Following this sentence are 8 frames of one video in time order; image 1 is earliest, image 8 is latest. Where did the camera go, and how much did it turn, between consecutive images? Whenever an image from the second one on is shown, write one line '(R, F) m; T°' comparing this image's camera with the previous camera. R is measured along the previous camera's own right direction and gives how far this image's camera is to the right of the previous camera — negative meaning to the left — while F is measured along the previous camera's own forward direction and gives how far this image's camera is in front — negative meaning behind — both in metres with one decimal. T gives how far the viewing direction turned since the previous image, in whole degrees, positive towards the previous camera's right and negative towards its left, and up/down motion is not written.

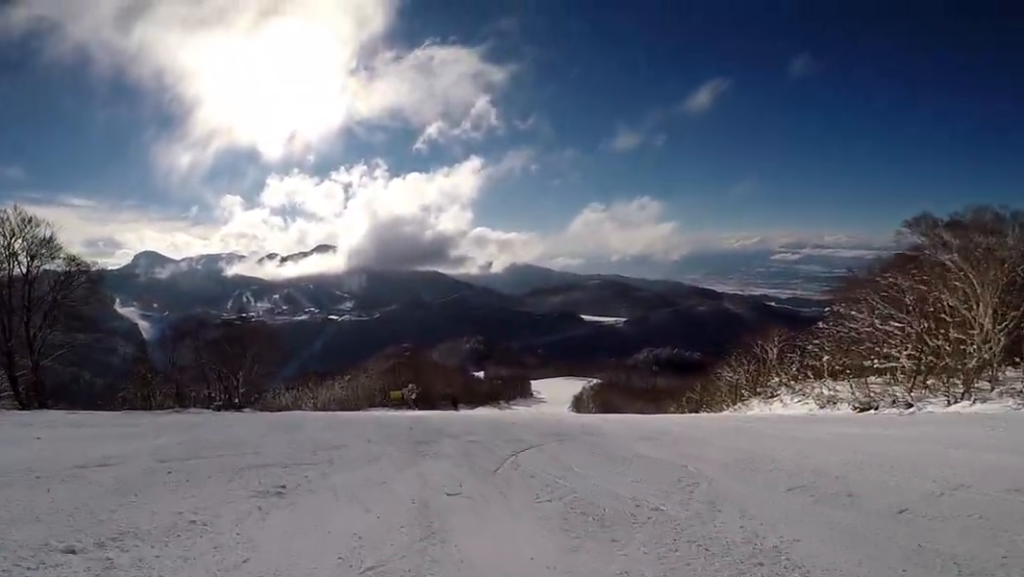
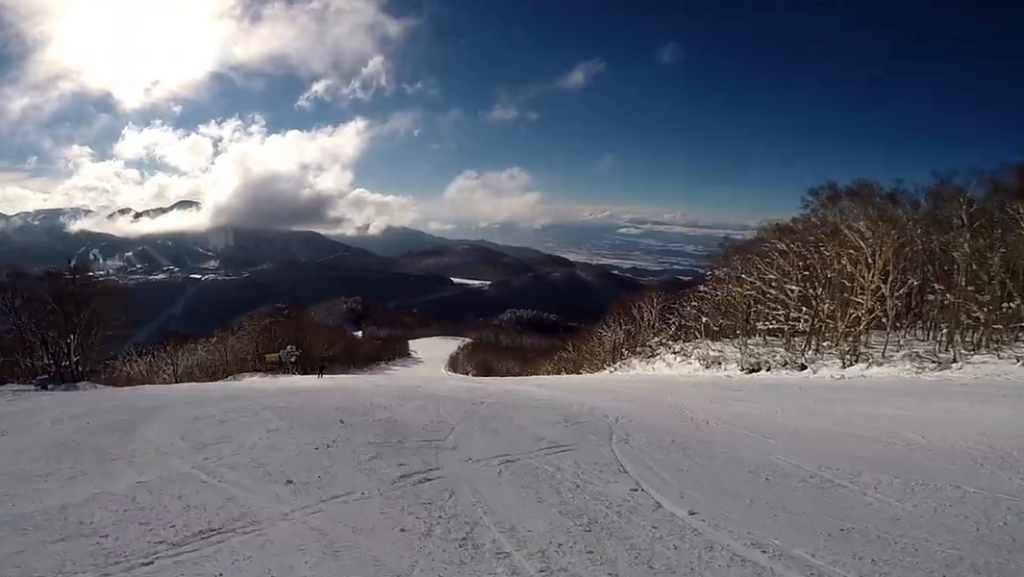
(-0.3, +6.5) m; +10°
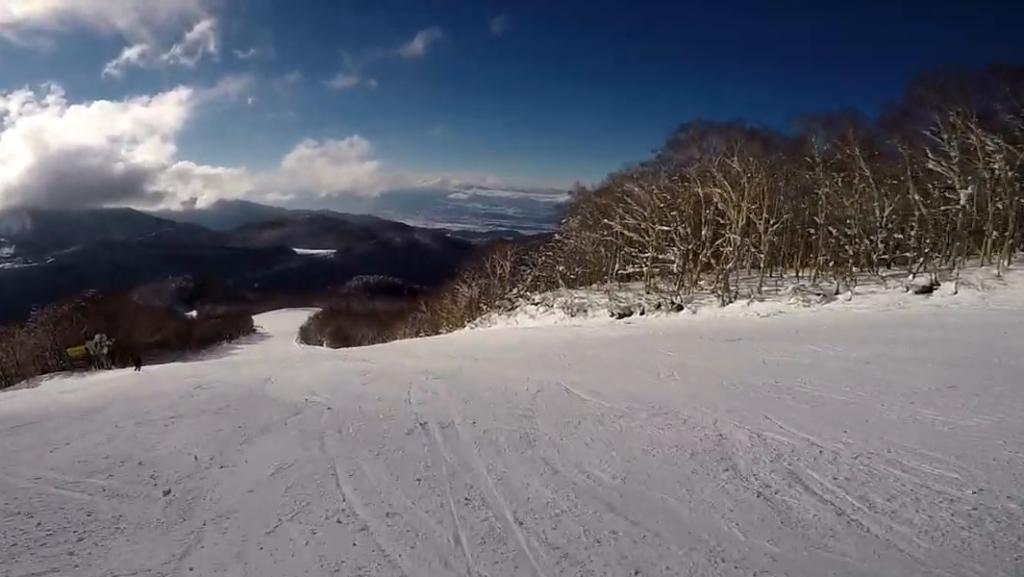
(+1.8, +7.1) m; +20°
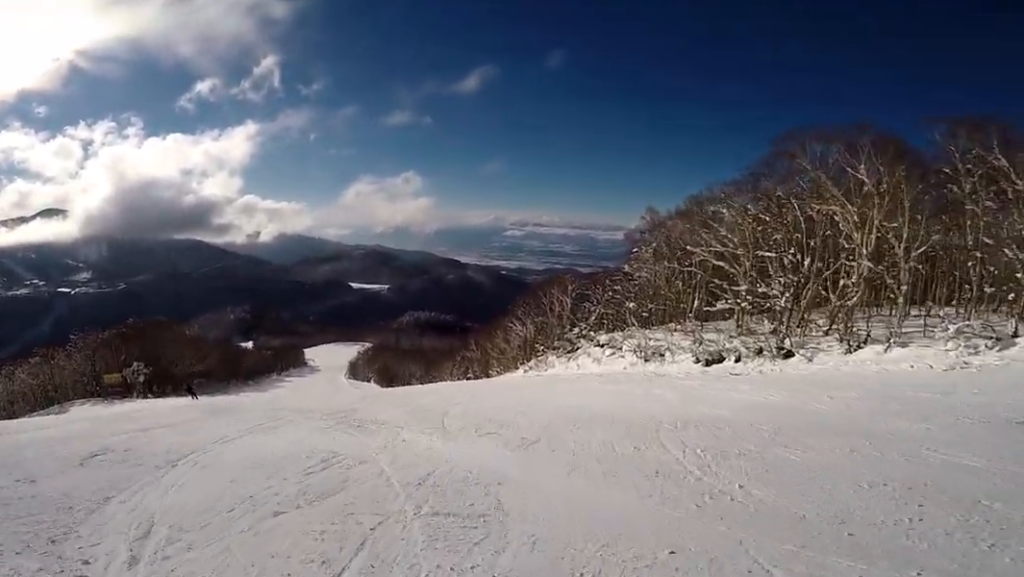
(+0.3, +5.9) m; -4°
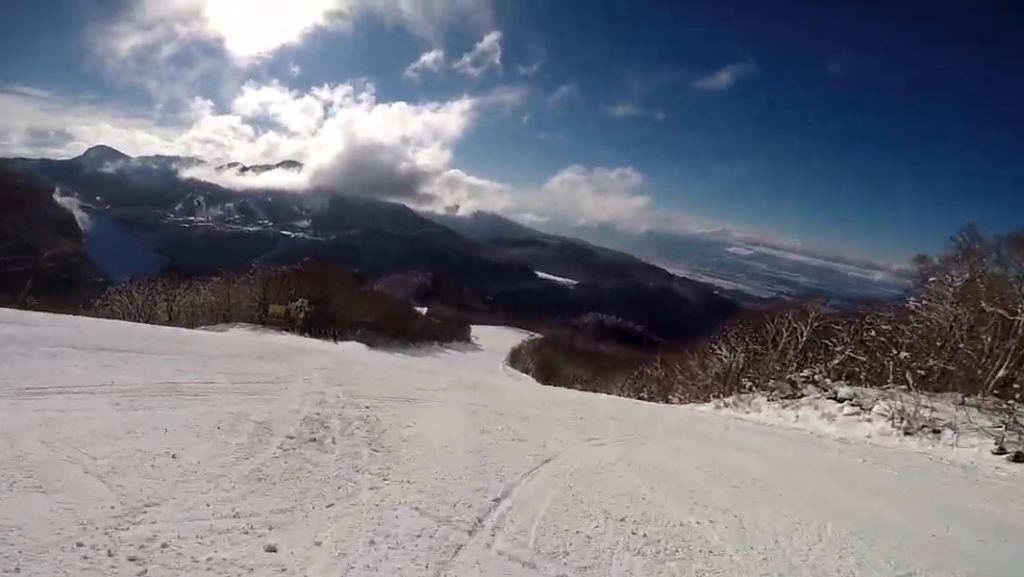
(-0.7, +6.5) m; -23°
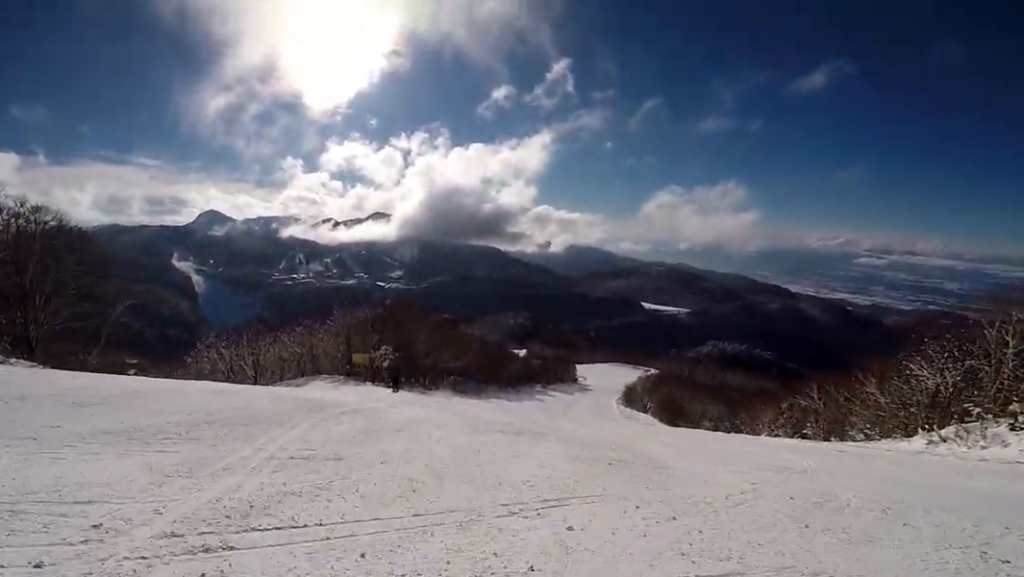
(-2.4, +6.7) m; -28°
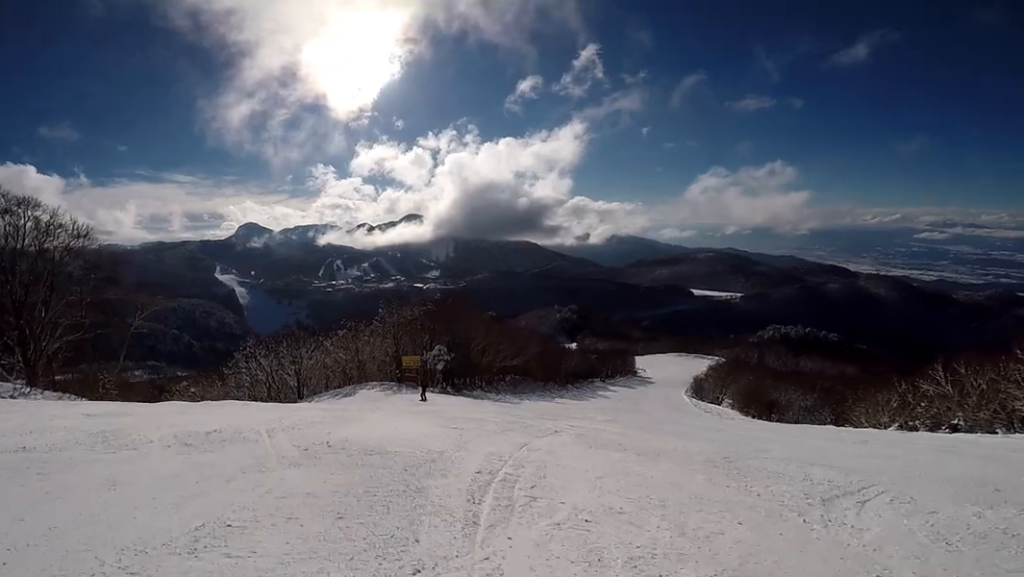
(-1.0, +8.3) m; -6°
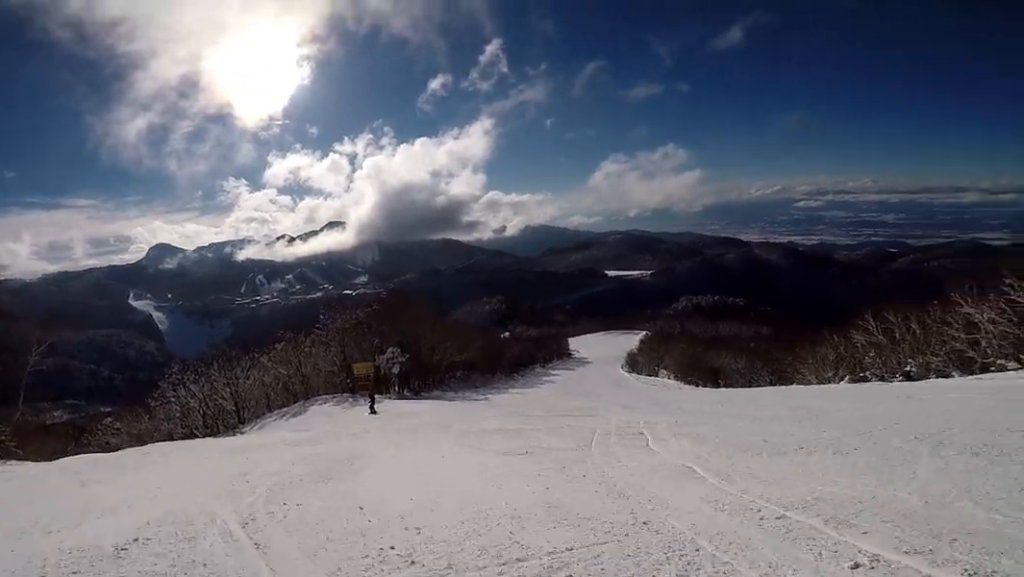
(+0.1, +5.0) m; +12°
